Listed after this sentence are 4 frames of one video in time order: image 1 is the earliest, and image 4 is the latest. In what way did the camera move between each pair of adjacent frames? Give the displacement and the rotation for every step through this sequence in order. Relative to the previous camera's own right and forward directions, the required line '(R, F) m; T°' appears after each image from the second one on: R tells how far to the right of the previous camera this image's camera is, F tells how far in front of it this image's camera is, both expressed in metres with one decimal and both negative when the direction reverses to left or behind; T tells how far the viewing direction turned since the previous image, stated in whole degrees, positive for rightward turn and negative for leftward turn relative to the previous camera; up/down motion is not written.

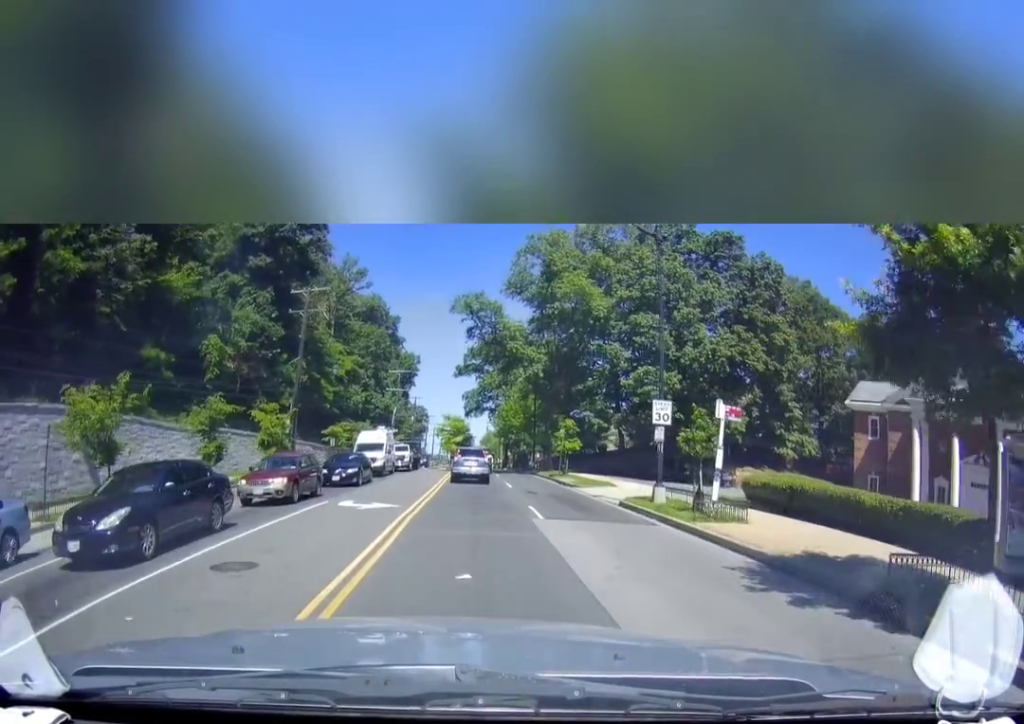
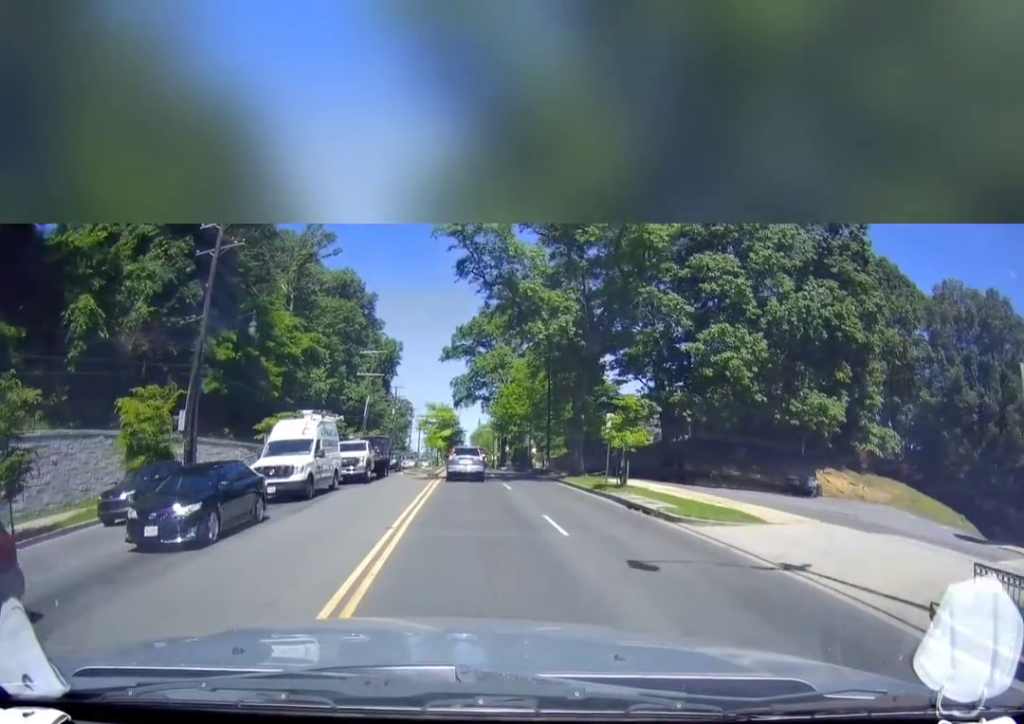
(-2.1, +13.9) m; -11°
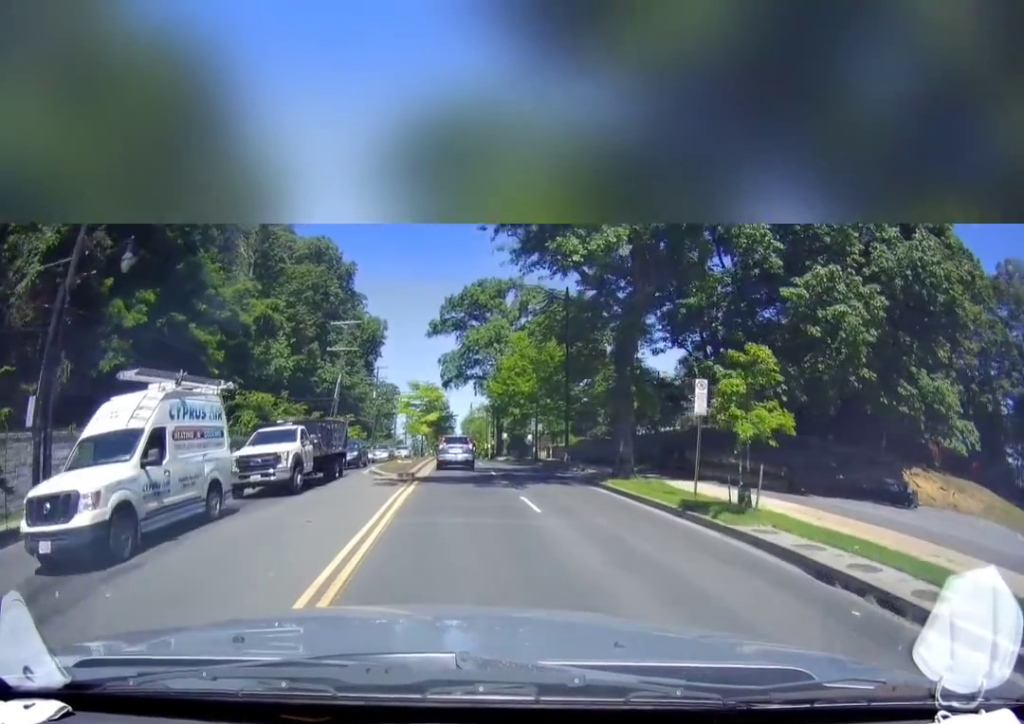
(-0.1, +9.9) m; -2°
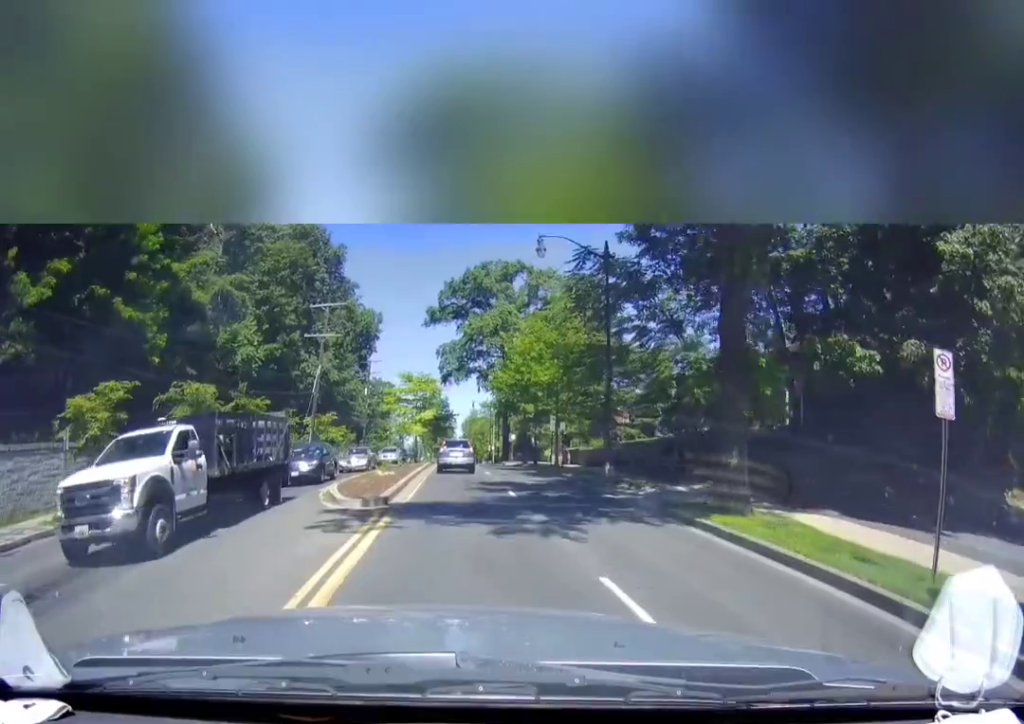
(-0.1, +7.8) m; -1°
